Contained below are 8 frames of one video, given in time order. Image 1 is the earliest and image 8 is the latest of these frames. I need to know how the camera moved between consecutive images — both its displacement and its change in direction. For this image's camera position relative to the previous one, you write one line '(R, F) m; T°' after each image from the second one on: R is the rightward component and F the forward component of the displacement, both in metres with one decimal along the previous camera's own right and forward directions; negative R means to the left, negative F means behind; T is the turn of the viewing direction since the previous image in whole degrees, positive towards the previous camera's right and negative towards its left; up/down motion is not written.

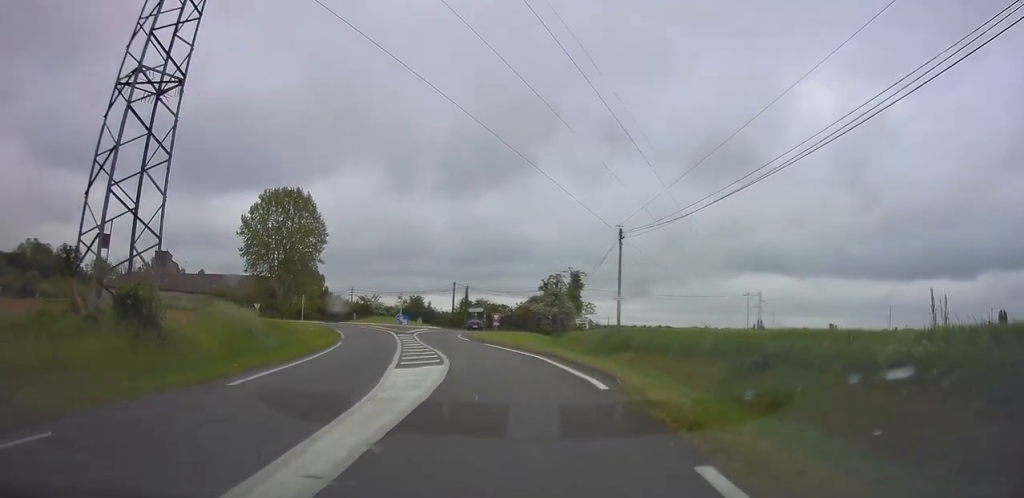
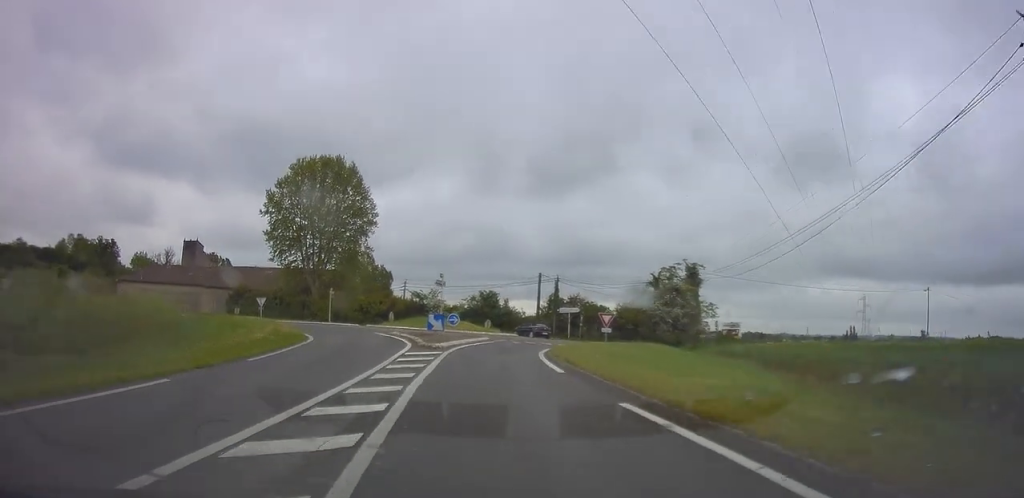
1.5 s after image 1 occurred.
(-1.4, +24.0) m; -7°
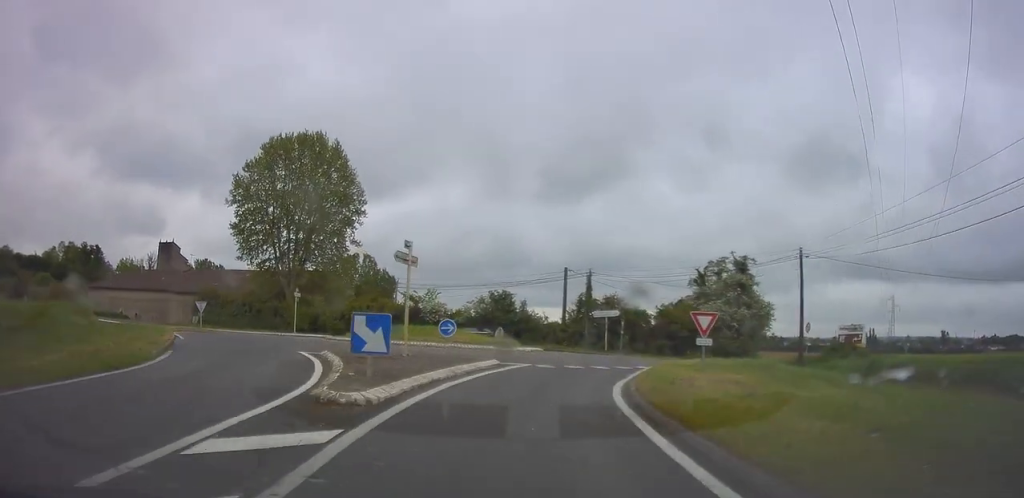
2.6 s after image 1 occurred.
(-0.5, +15.1) m; -1°
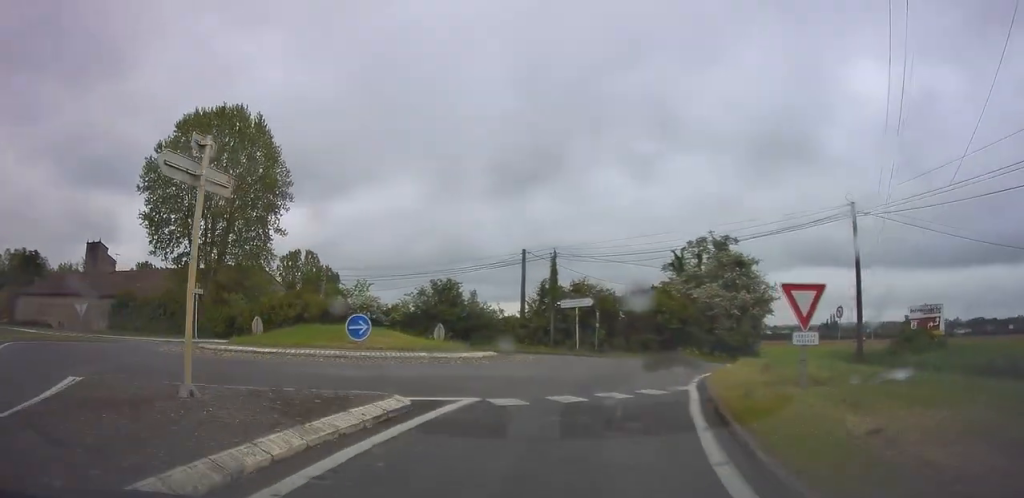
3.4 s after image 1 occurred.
(+0.1, +9.5) m; +3°
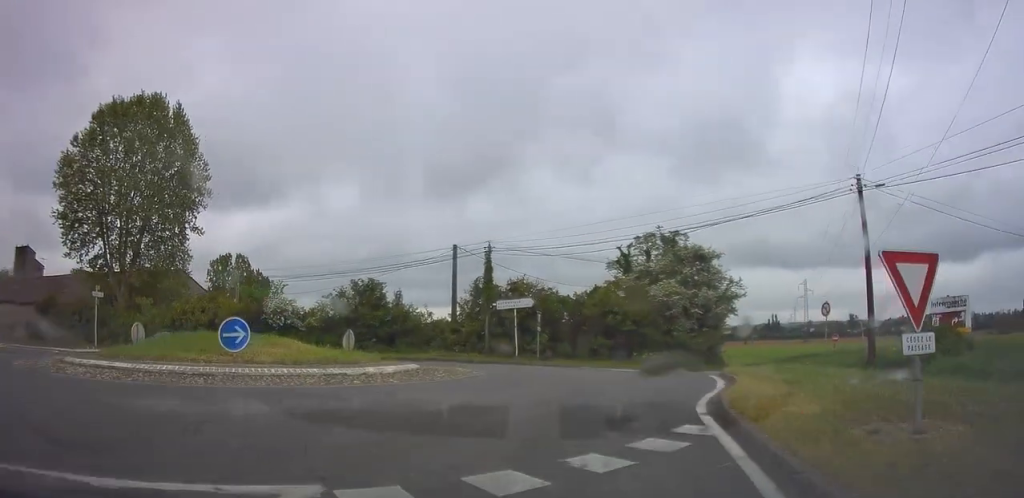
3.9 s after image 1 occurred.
(+0.2, +5.3) m; +3°
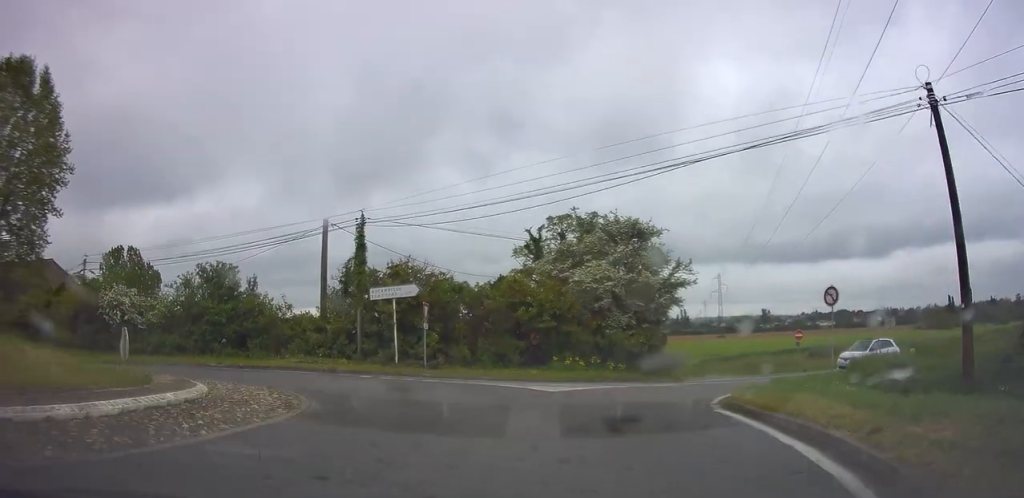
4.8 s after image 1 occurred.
(+0.5, +9.1) m; +4°
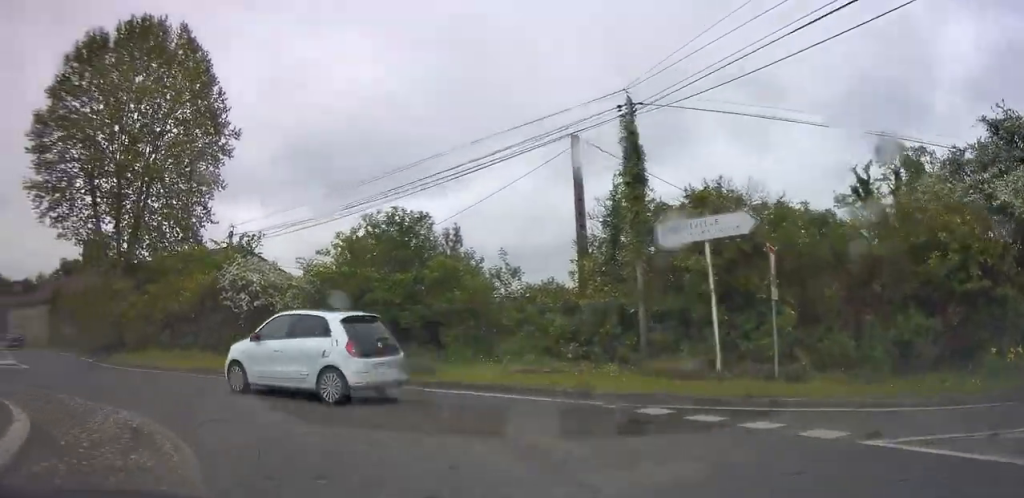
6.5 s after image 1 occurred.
(-0.6, +13.2) m; -21°
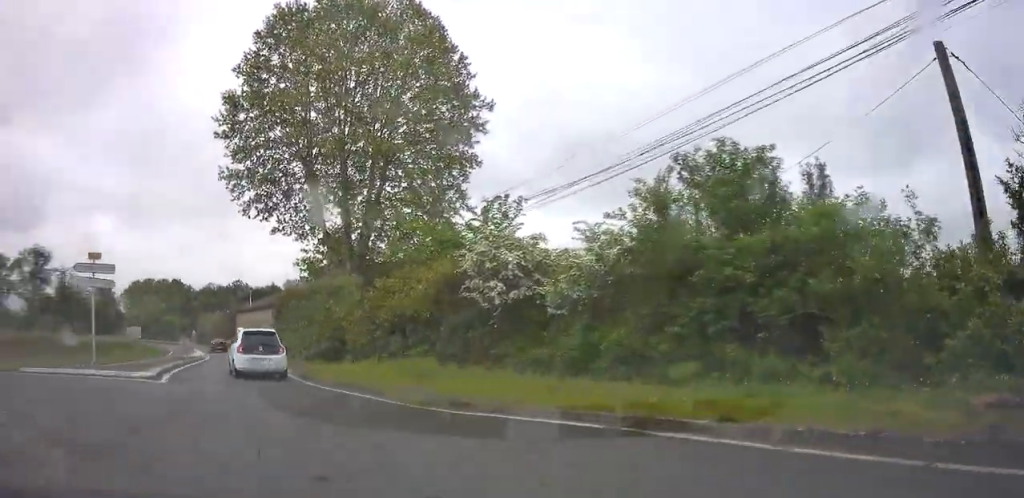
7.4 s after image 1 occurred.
(-1.5, +6.4) m; -28°
